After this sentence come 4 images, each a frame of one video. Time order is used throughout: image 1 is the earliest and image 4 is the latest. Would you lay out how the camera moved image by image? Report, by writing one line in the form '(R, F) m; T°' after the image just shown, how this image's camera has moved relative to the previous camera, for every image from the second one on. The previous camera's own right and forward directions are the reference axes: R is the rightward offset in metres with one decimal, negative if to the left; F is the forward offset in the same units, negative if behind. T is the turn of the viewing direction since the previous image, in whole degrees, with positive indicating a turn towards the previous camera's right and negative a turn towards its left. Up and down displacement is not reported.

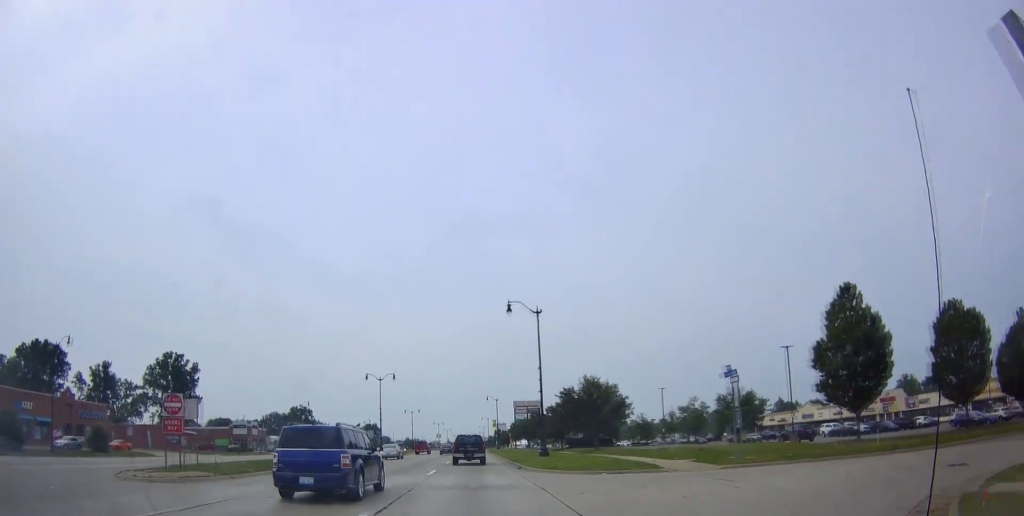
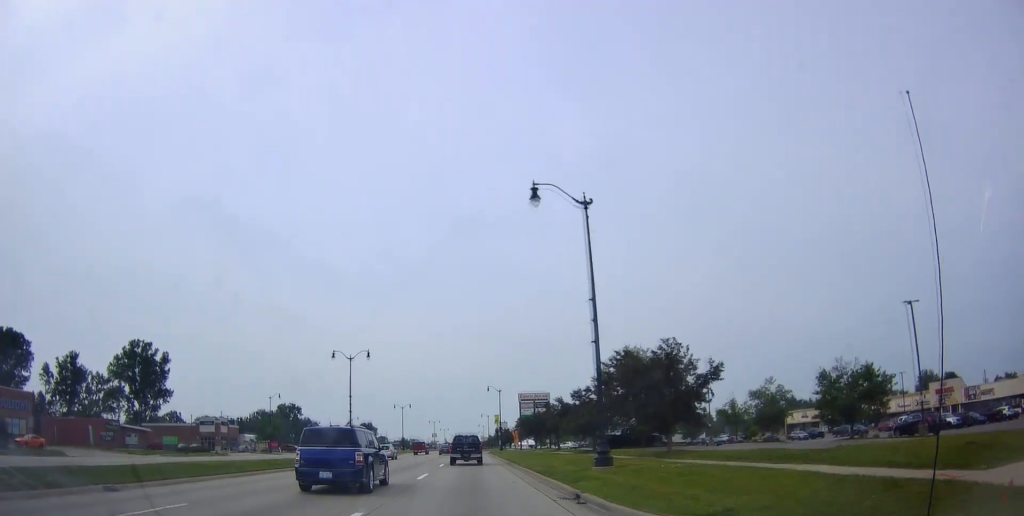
(-0.6, +18.4) m; -1°
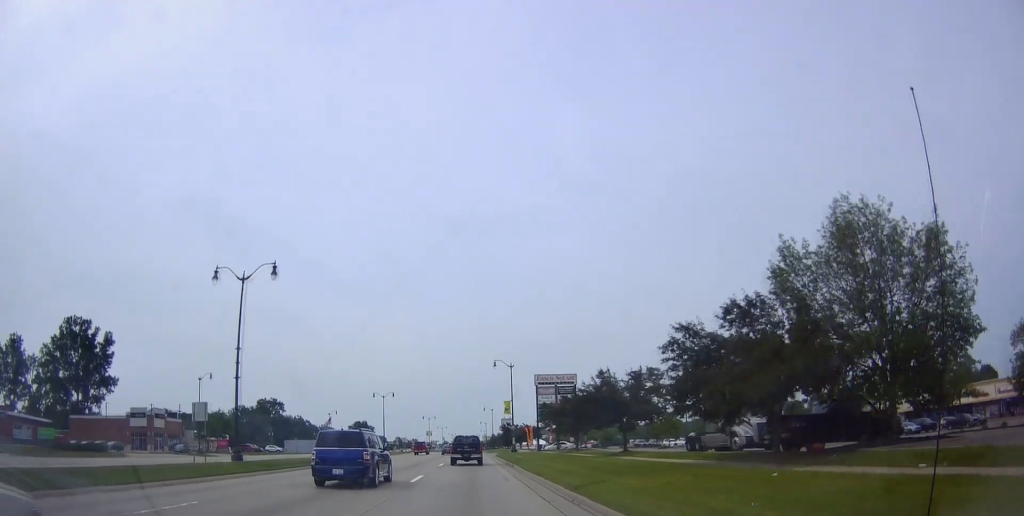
(+1.1, +30.0) m; +3°
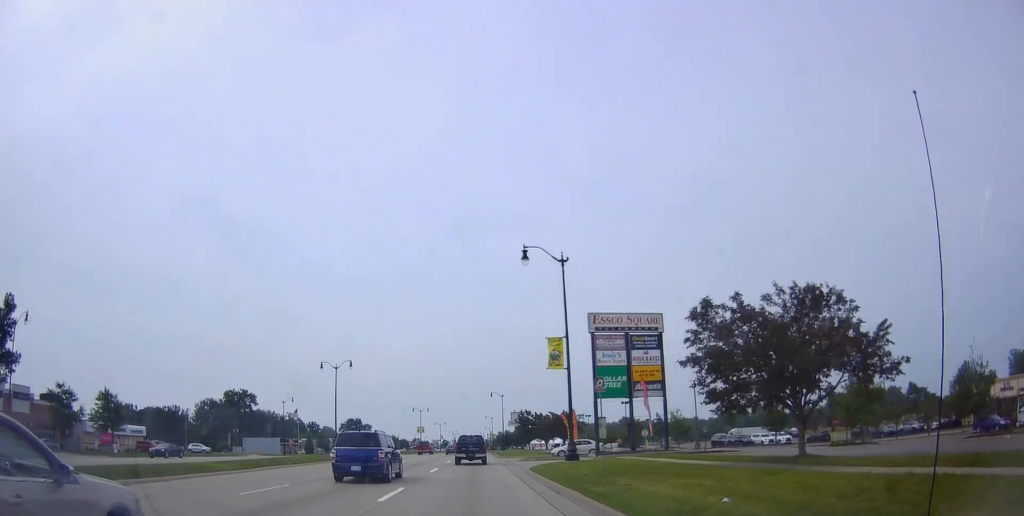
(0.0, +39.4) m; 0°
